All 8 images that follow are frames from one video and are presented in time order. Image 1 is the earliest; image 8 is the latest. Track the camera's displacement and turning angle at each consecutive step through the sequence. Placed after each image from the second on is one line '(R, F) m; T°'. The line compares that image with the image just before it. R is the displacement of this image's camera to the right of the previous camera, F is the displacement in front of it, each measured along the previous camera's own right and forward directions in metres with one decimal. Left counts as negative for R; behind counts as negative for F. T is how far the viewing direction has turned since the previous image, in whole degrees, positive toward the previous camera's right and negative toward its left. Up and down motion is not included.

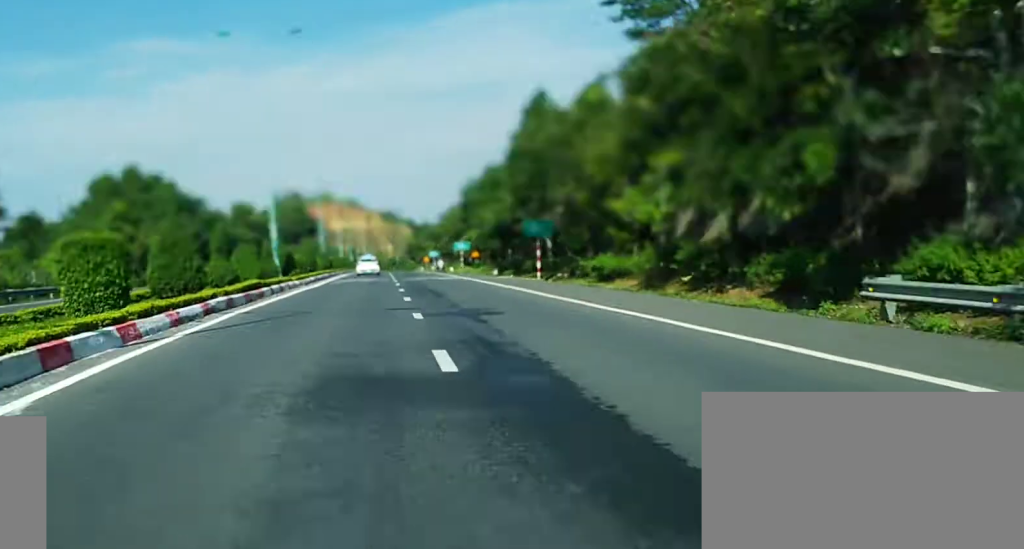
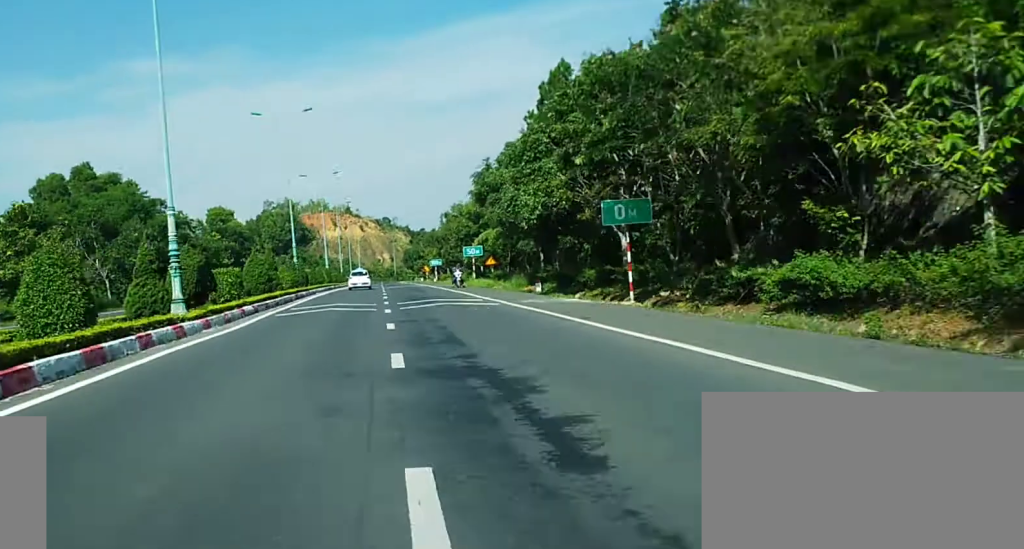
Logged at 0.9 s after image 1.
(+0.1, +21.3) m; 0°
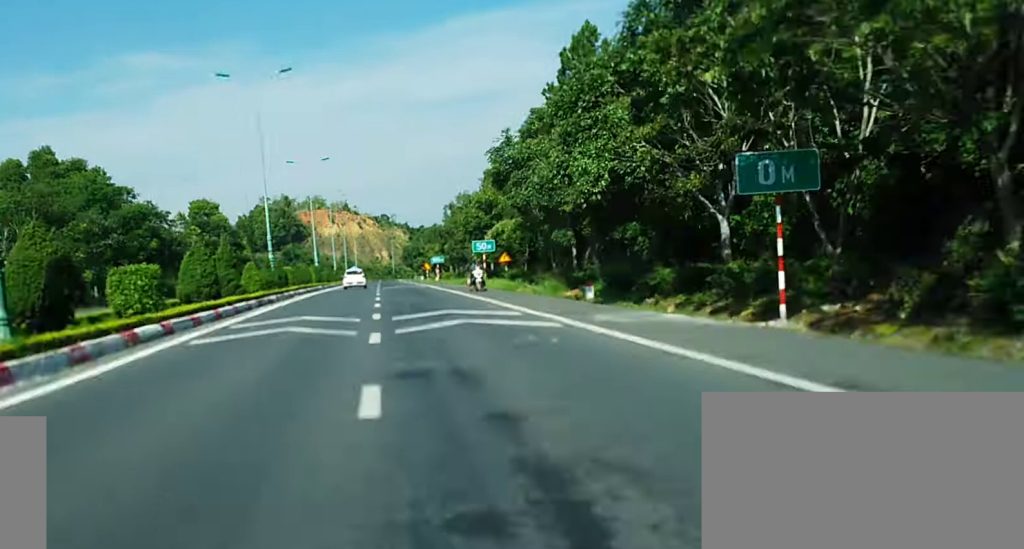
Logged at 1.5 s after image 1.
(0.0, +12.1) m; 0°
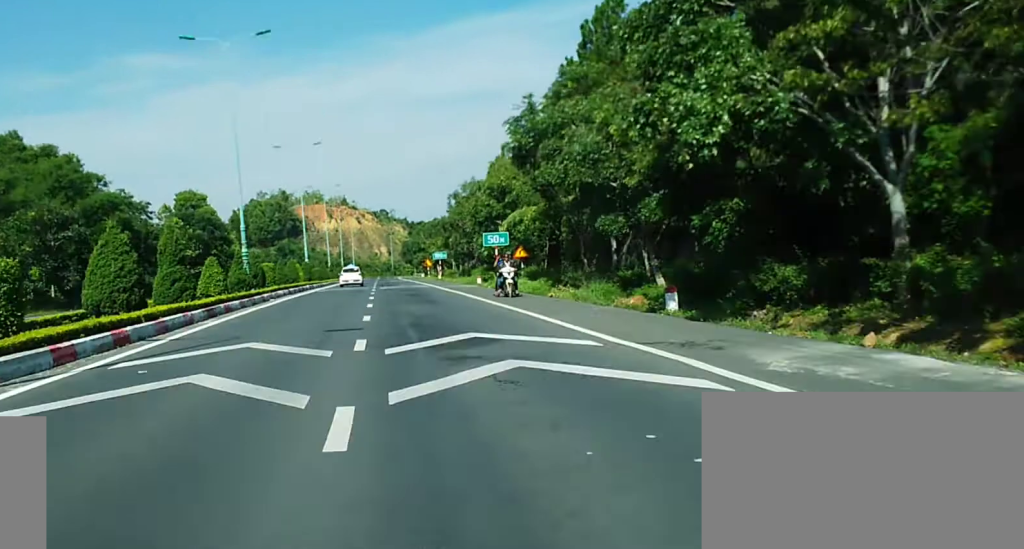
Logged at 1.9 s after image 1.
(0.0, +9.0) m; 0°
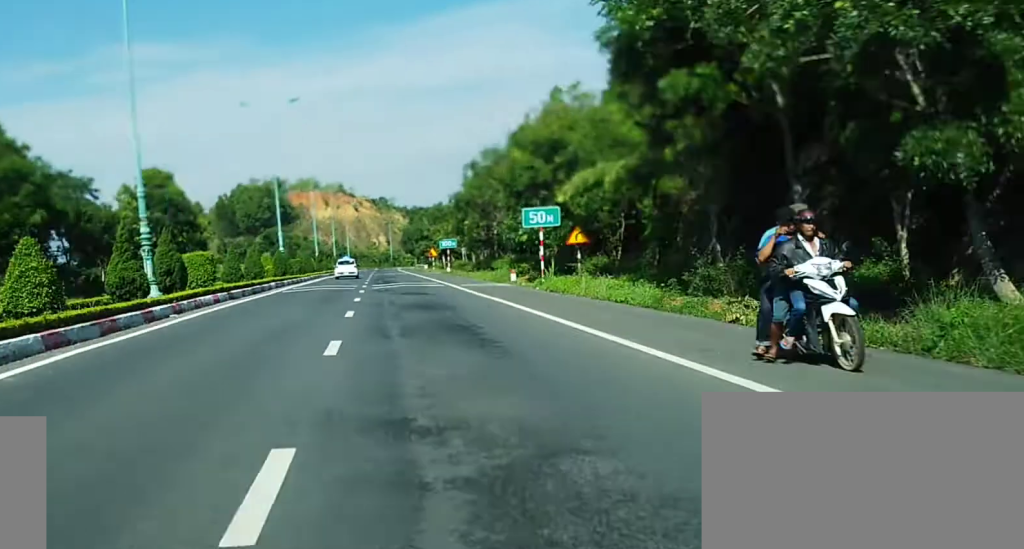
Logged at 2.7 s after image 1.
(0.0, +17.8) m; 0°
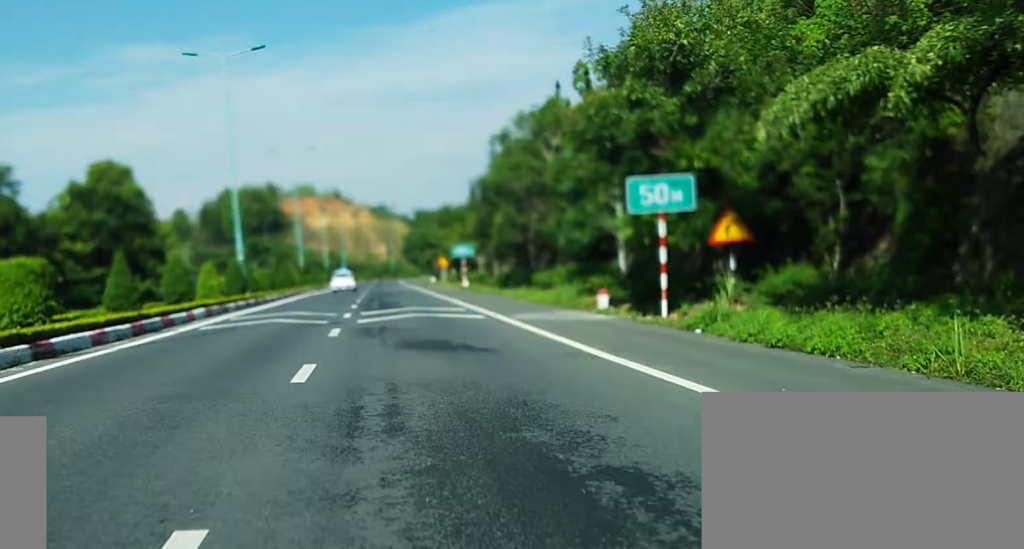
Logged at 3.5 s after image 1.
(0.0, +17.7) m; 0°
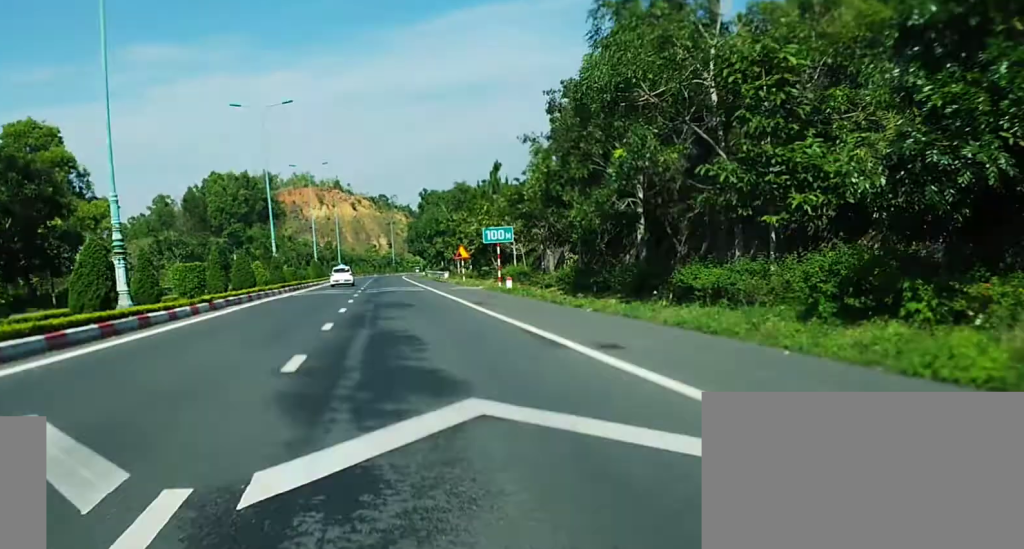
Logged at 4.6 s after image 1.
(0.0, +23.5) m; 0°
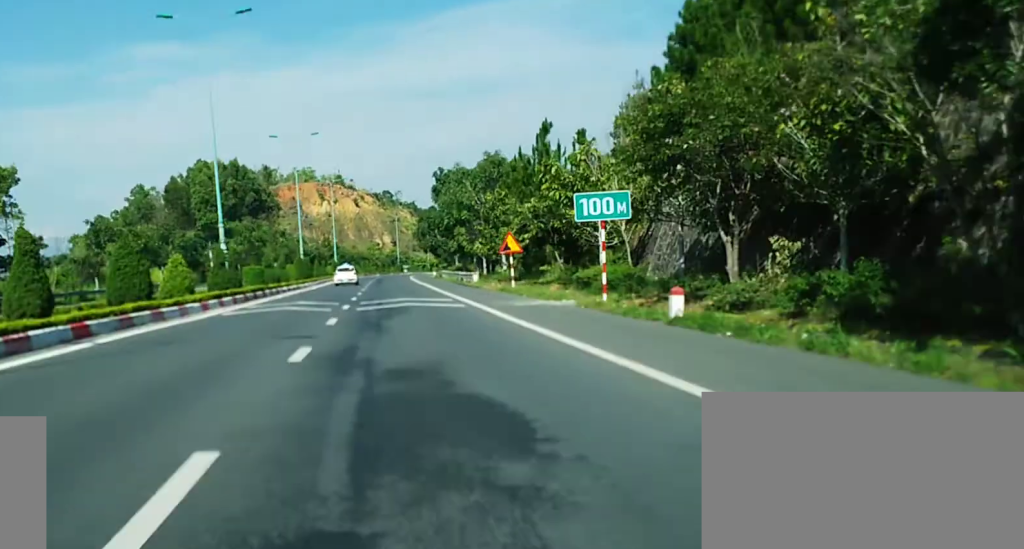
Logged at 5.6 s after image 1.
(-0.1, +23.4) m; -1°
